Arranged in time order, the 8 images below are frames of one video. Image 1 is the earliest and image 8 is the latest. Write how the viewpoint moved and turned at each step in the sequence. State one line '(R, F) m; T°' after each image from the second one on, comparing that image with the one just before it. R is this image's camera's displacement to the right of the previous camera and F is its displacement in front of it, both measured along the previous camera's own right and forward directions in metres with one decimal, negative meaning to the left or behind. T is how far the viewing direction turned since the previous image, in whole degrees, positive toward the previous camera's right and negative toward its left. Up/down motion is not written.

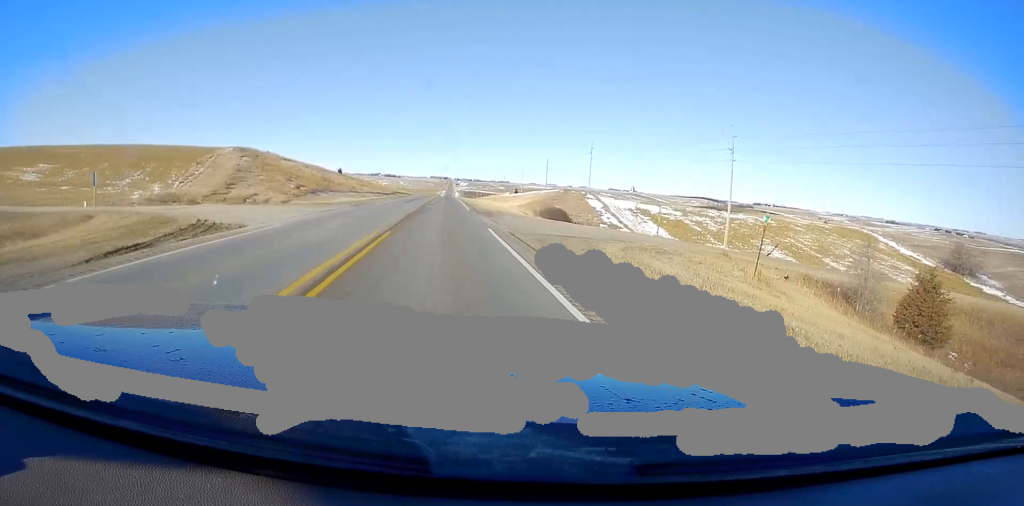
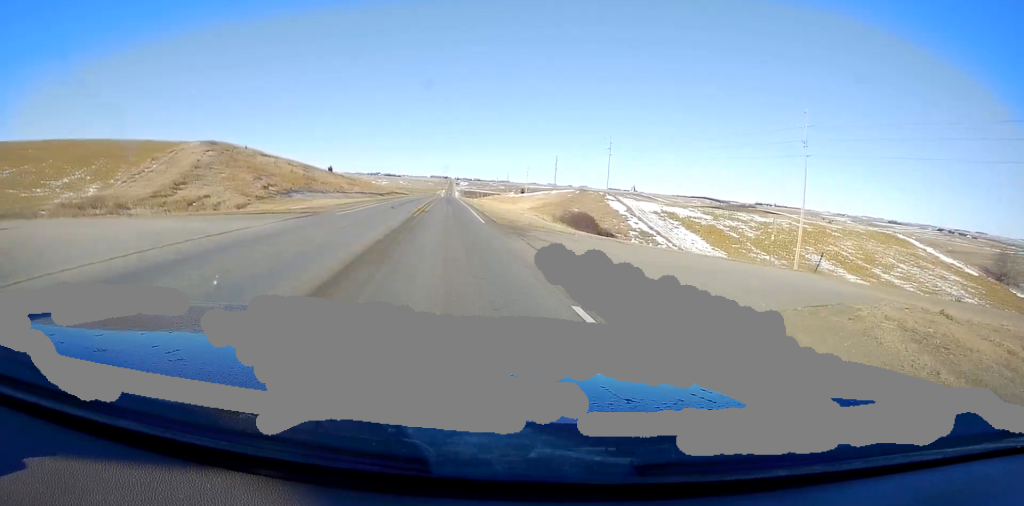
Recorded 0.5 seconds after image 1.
(+0.1, +15.7) m; 0°
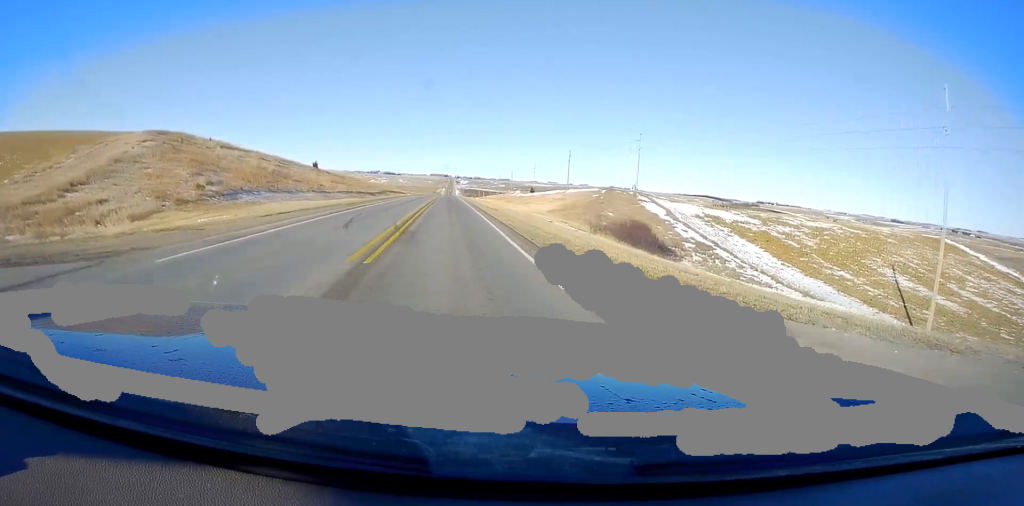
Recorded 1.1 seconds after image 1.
(-0.3, +19.3) m; 0°
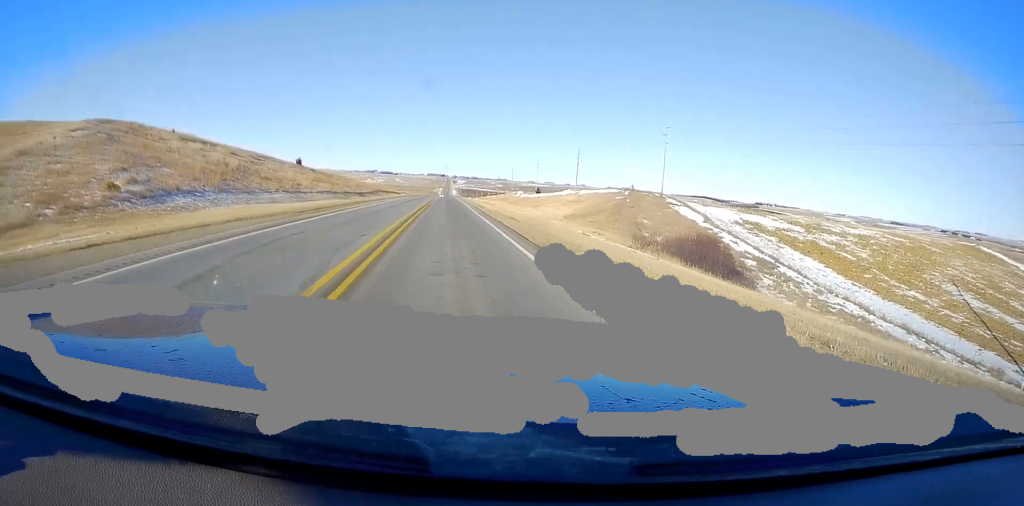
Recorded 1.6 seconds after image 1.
(-0.1, +14.1) m; 0°
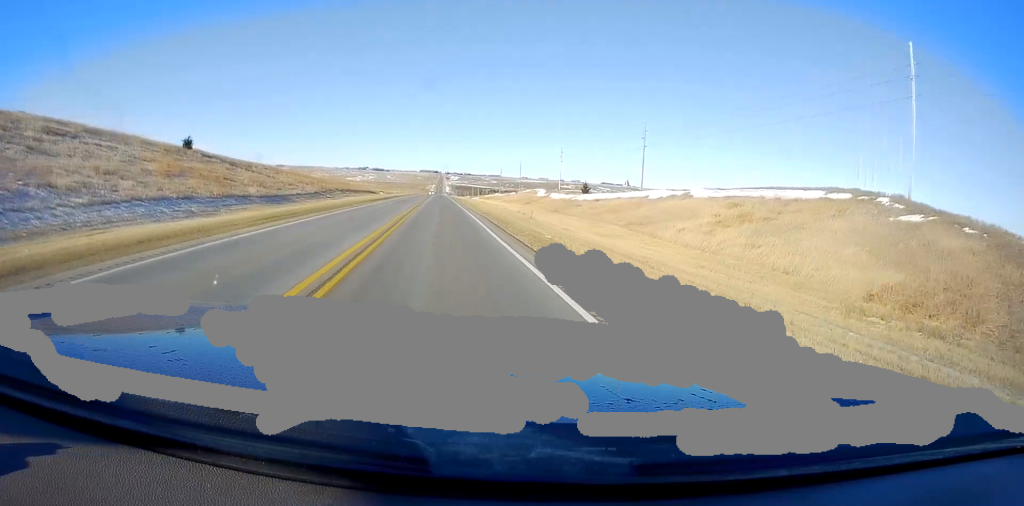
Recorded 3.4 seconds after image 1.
(+0.9, +55.5) m; +1°
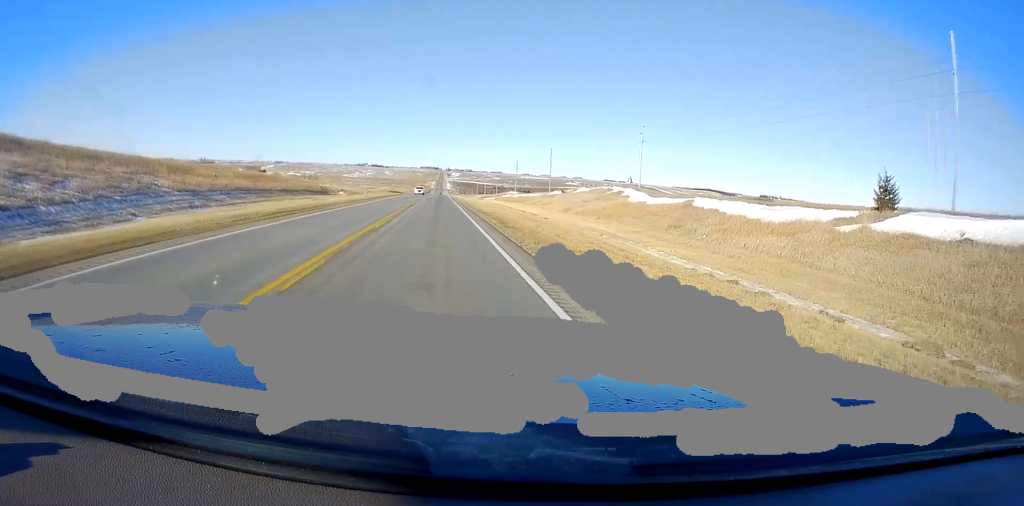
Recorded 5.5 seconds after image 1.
(0.0, +66.3) m; +1°
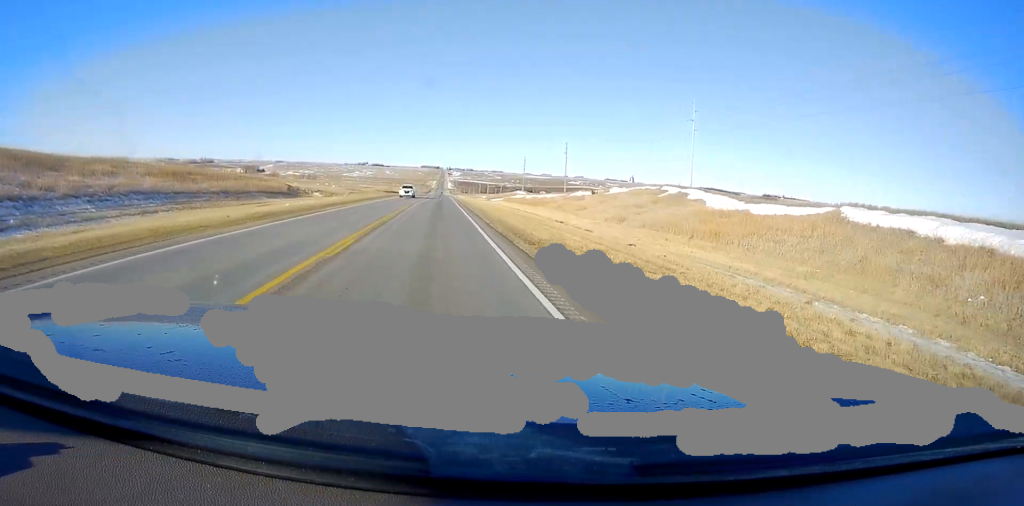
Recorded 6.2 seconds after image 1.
(+0.4, +20.8) m; 0°
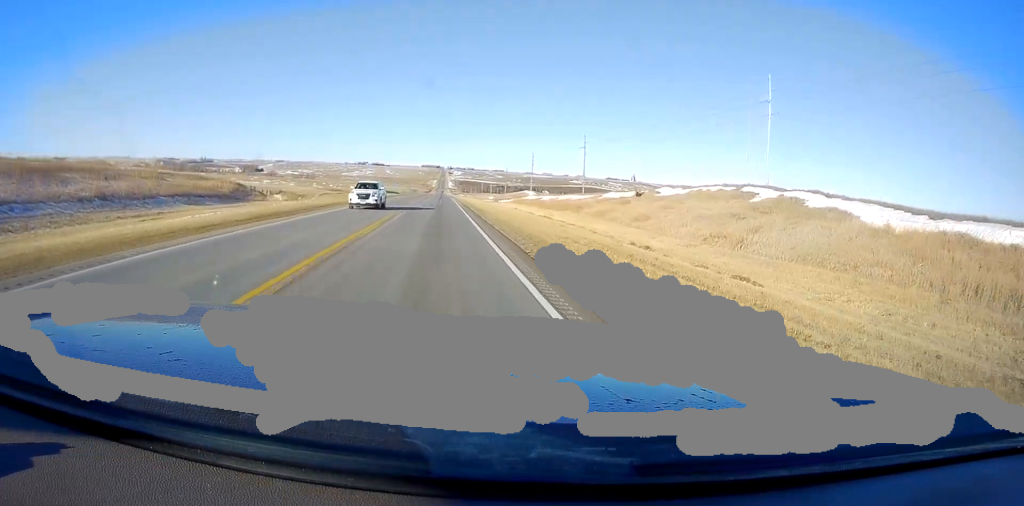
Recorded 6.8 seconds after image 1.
(0.0, +19.7) m; 0°
